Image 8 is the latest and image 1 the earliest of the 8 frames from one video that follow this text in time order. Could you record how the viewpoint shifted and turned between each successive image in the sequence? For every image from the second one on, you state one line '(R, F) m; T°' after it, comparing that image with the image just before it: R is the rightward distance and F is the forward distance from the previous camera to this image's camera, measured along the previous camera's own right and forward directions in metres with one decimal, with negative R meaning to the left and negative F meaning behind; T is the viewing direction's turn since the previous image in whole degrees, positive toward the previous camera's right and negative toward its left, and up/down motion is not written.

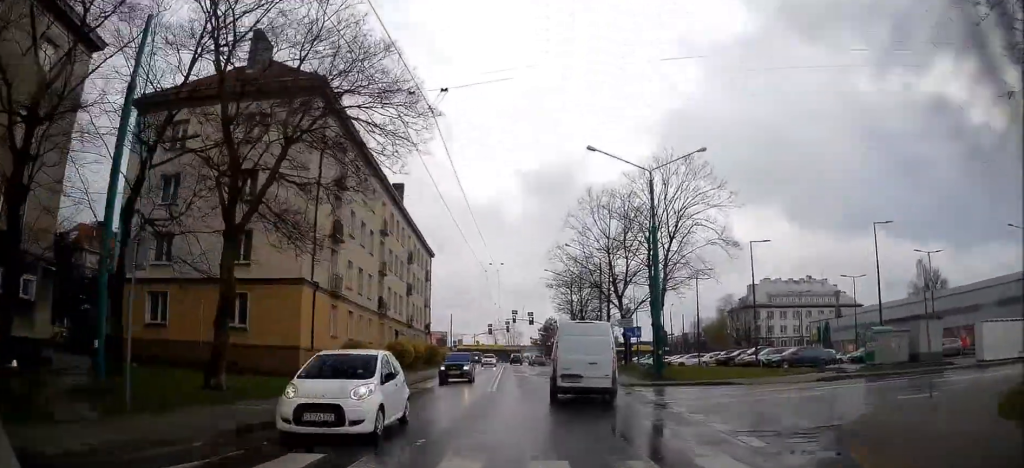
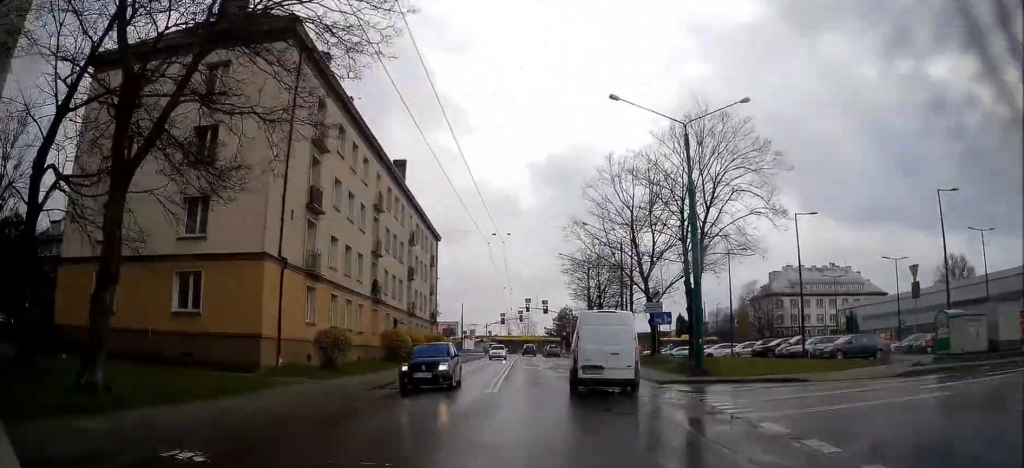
(0.0, +5.5) m; -3°
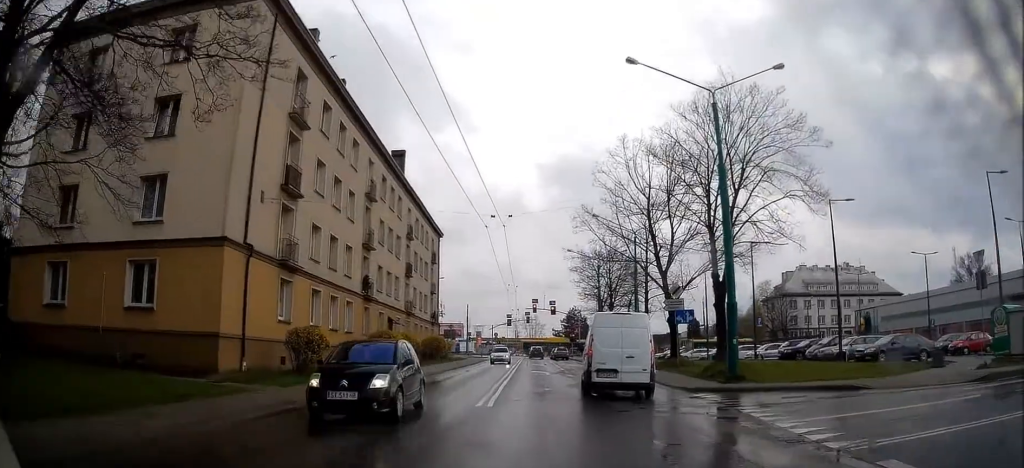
(-0.1, +3.8) m; -1°
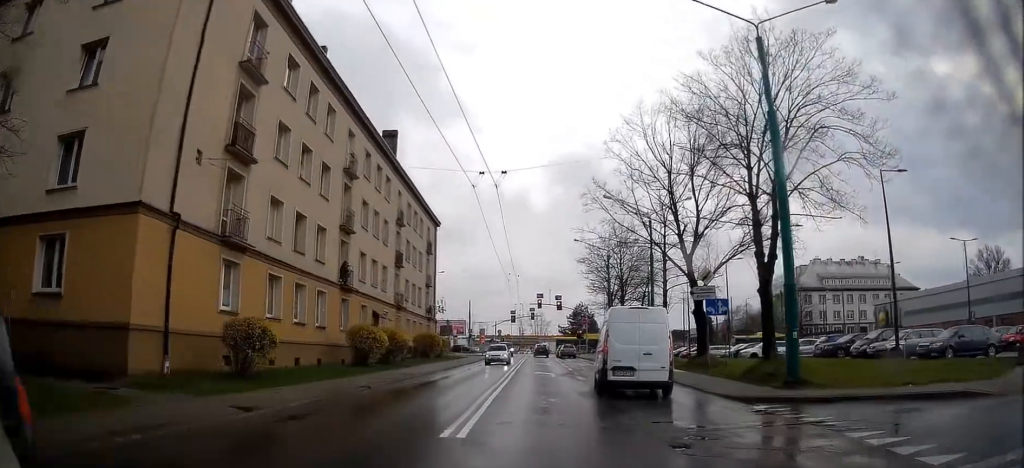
(-0.1, +5.0) m; -1°
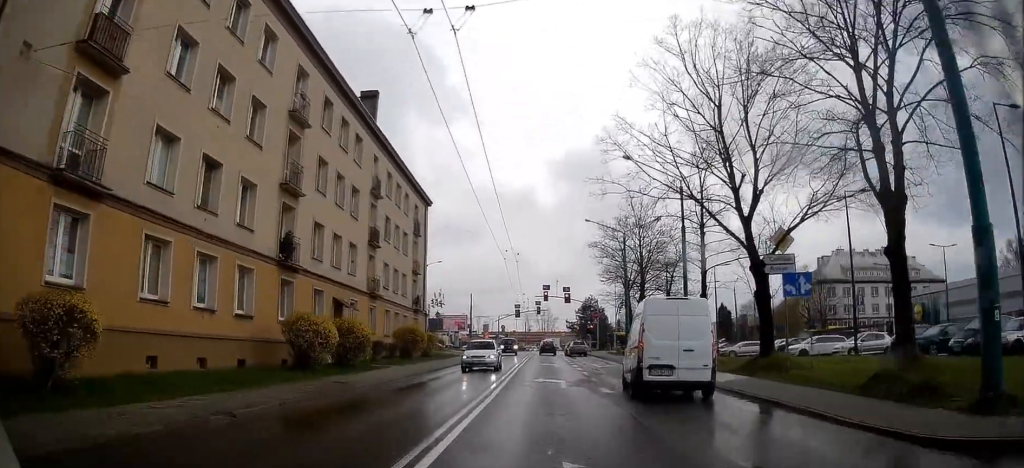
(-0.1, +8.3) m; -1°
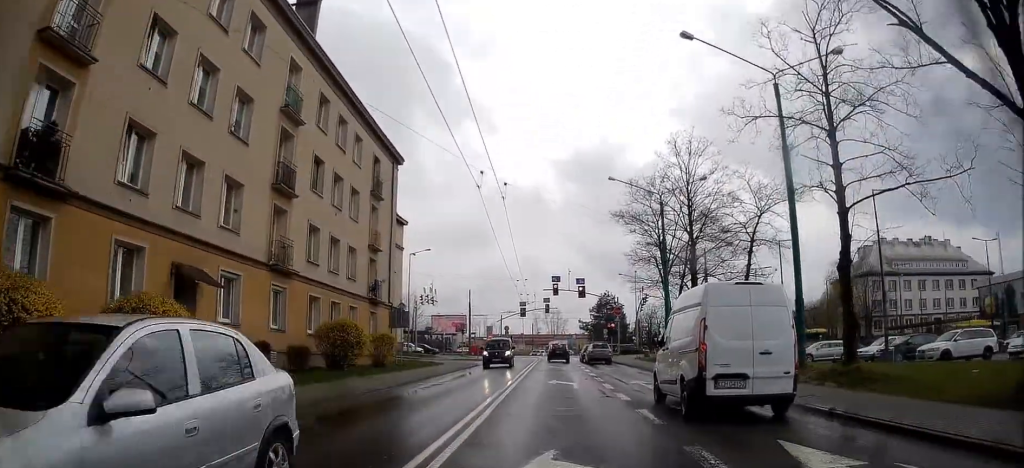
(-0.3, +15.2) m; -1°
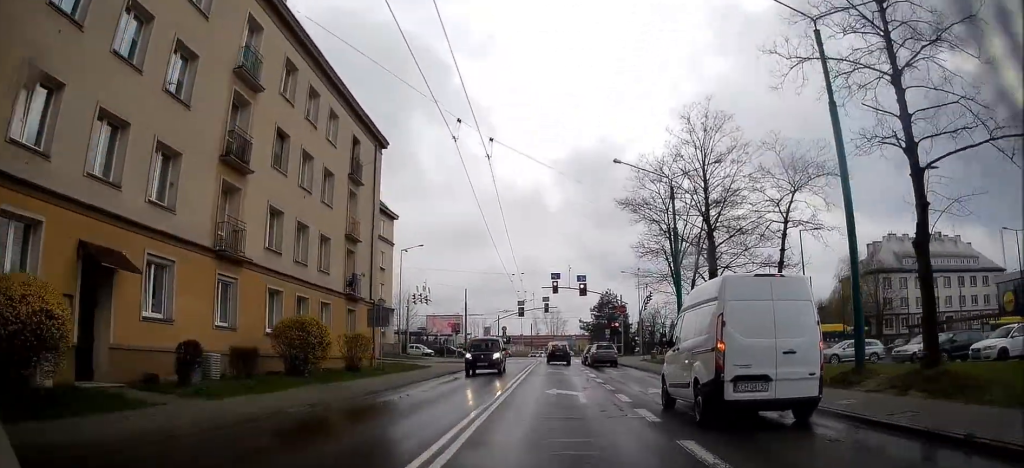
(-0.1, +4.4) m; +1°
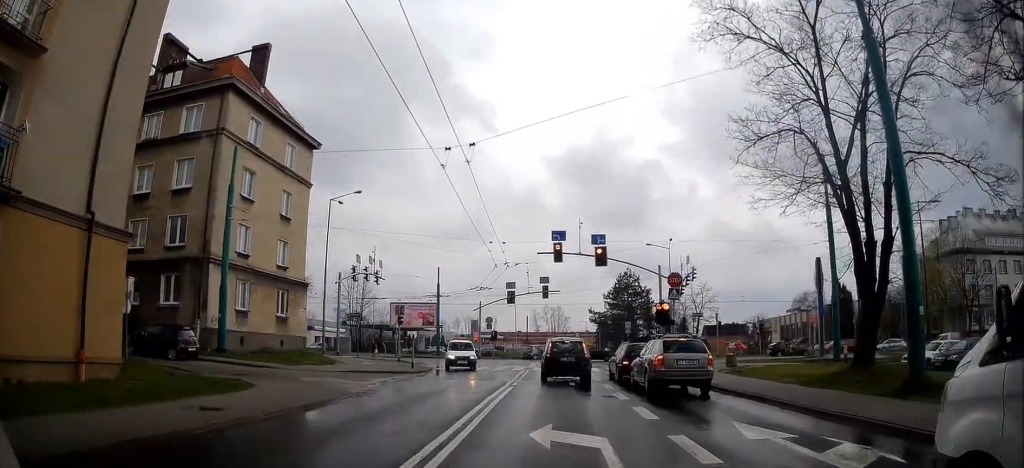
(+0.4, +25.9) m; +2°
